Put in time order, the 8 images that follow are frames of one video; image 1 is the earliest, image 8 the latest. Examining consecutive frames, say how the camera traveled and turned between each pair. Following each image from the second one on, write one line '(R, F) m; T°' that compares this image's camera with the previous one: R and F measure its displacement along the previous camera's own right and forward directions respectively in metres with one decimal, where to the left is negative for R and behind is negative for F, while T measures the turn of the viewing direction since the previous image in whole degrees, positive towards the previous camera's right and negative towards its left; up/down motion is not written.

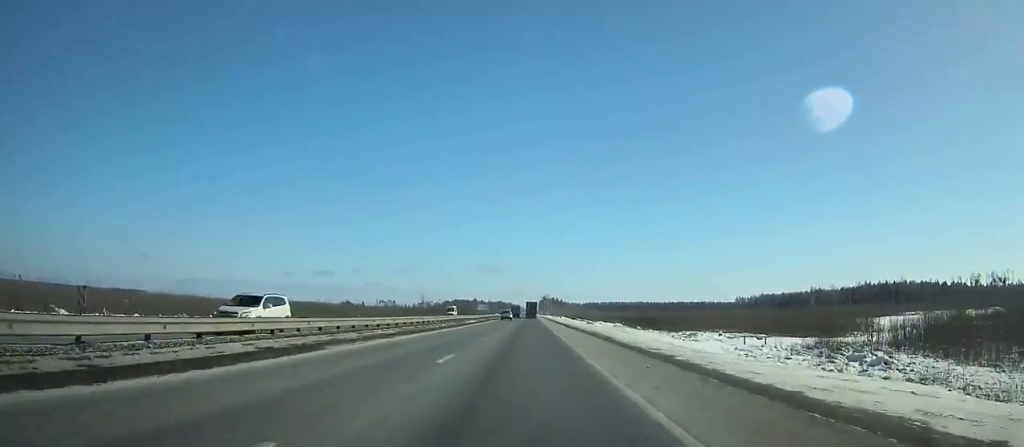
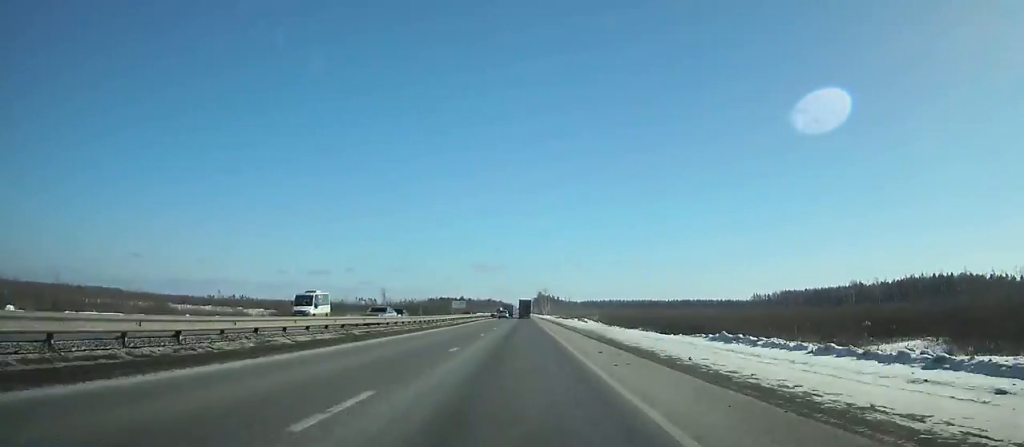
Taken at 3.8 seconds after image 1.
(+0.2, +92.7) m; 0°
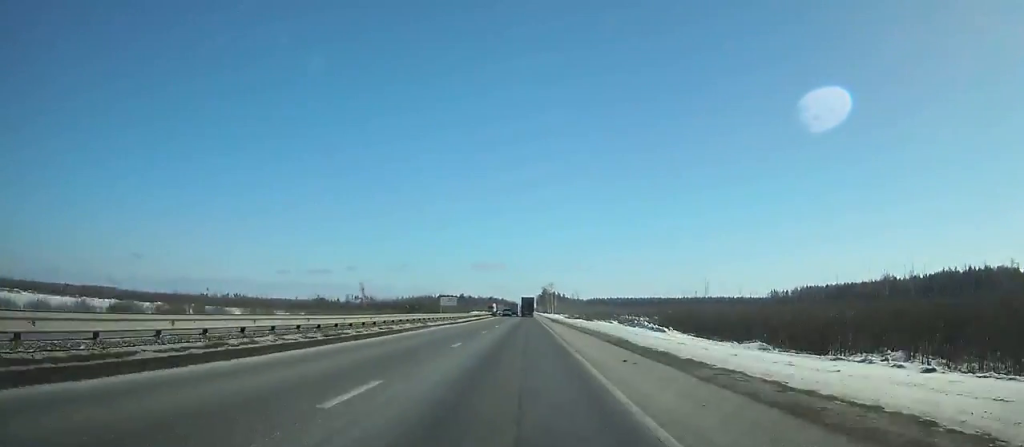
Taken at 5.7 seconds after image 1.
(+0.1, +45.8) m; 0°
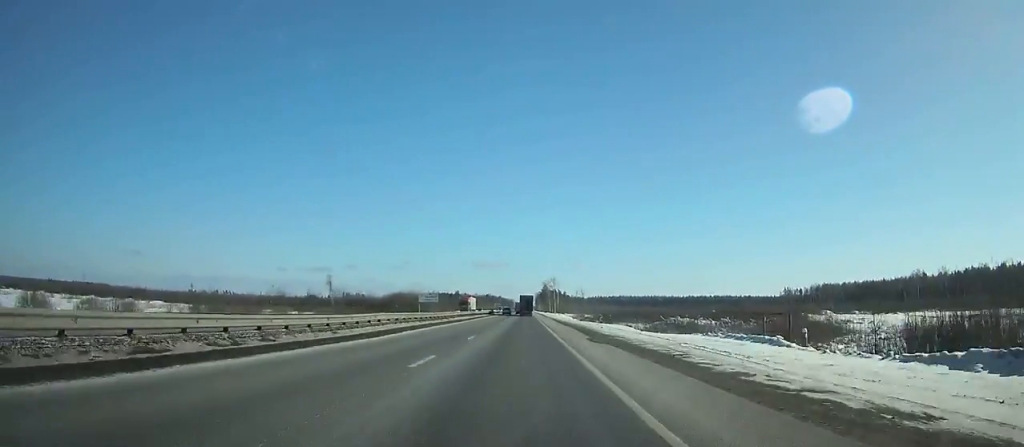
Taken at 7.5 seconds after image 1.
(0.0, +43.2) m; 0°
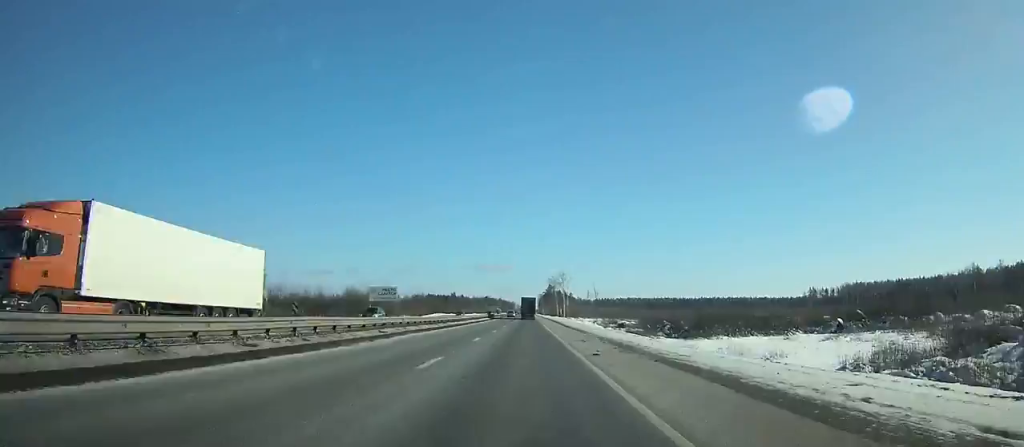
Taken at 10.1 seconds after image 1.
(-0.1, +61.6) m; 0°
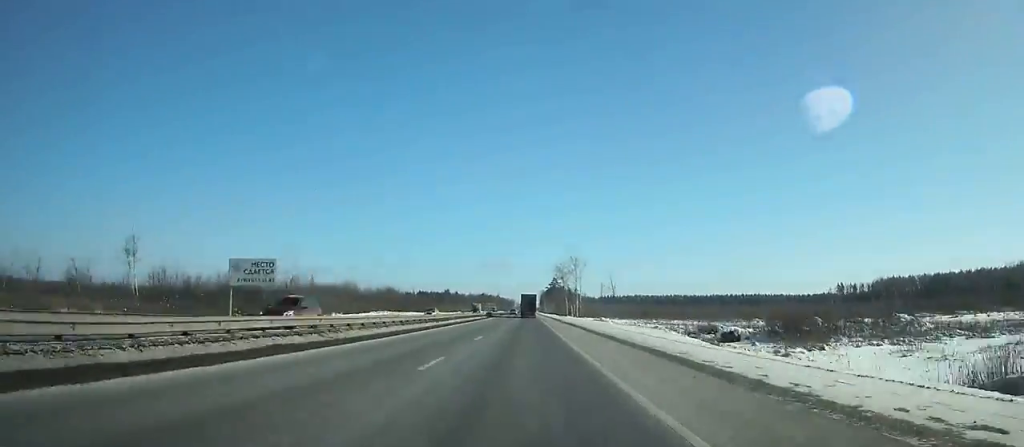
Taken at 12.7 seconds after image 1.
(-0.1, +61.0) m; 0°
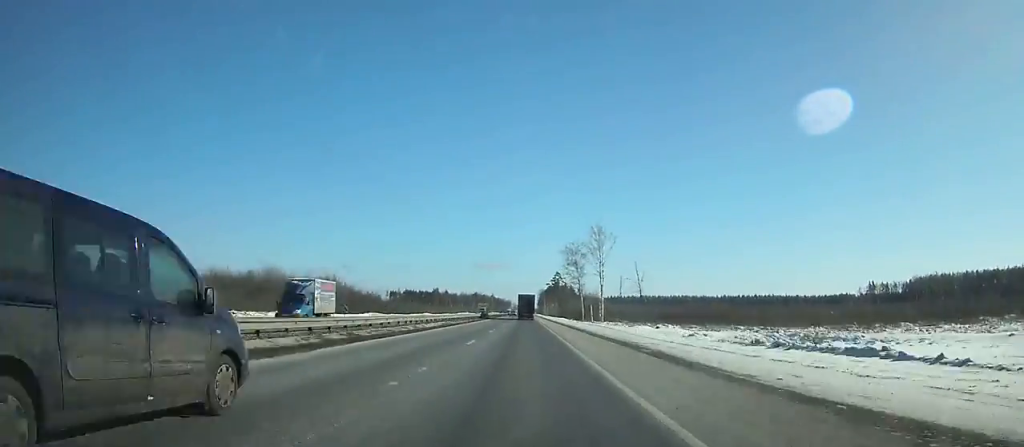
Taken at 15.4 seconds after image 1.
(0.0, +62.7) m; 0°
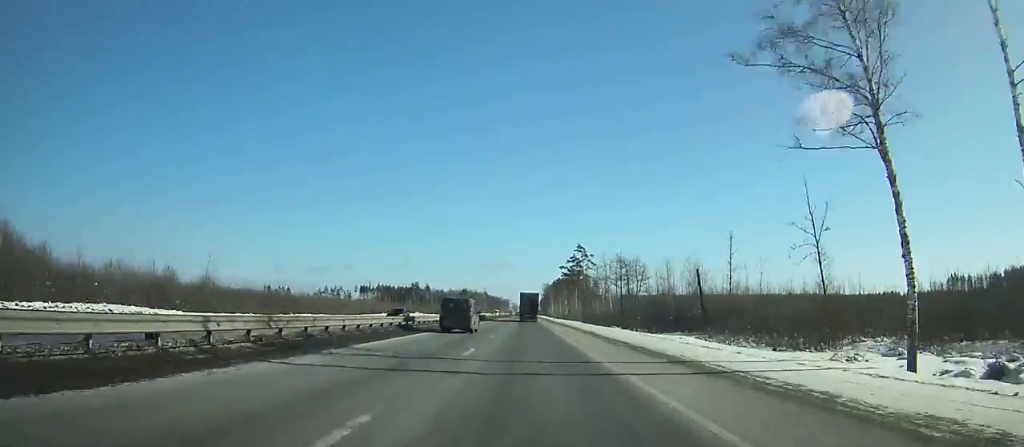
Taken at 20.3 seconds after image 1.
(+0.1, +113.1) m; 0°
